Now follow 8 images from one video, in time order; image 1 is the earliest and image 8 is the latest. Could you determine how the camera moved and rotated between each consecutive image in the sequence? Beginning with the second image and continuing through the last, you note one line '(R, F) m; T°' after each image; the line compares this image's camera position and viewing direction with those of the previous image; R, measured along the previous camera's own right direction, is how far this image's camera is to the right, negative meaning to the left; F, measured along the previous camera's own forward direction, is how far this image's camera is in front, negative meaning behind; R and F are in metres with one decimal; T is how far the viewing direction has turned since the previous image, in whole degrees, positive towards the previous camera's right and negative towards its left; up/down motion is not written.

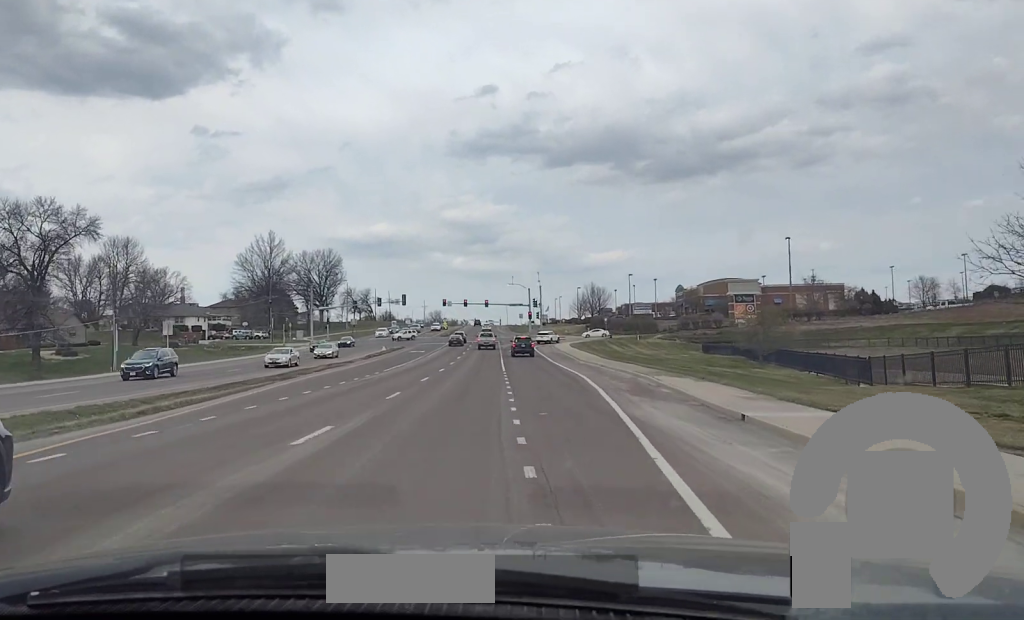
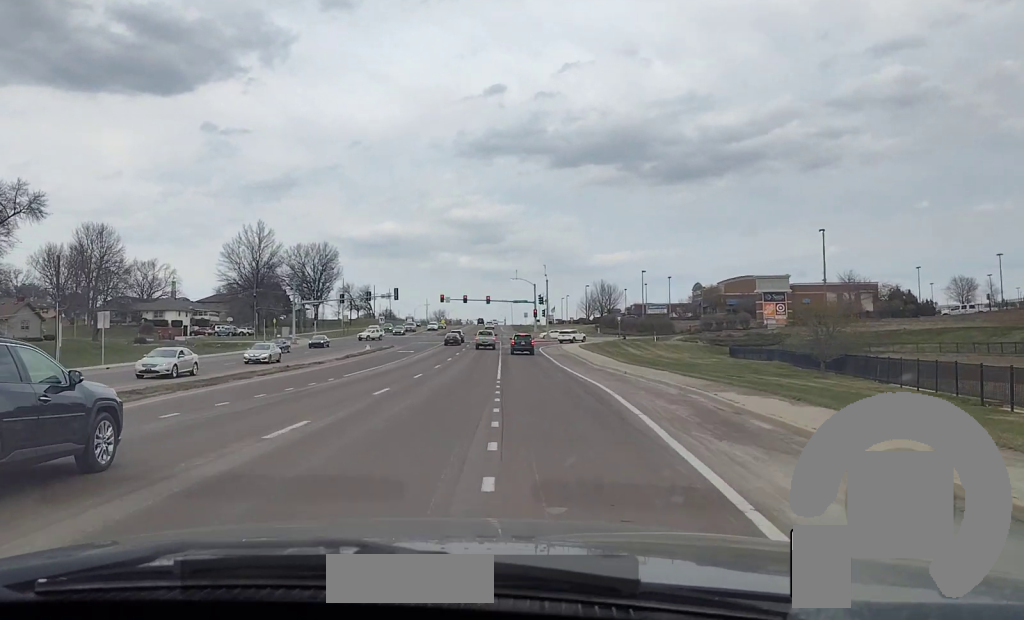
(0.0, +12.1) m; 0°
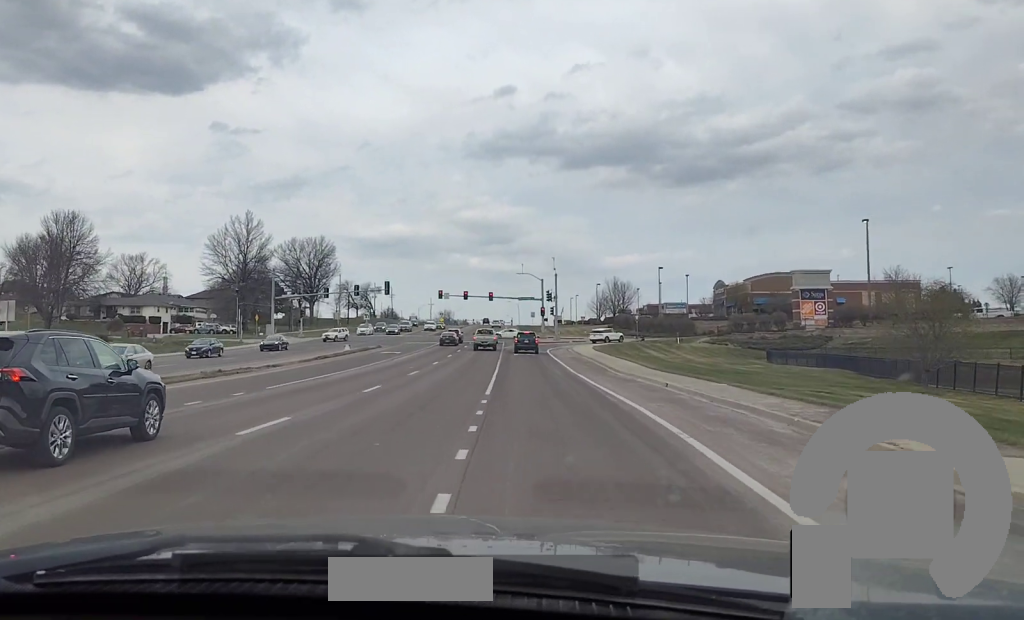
(0.0, +12.4) m; 0°
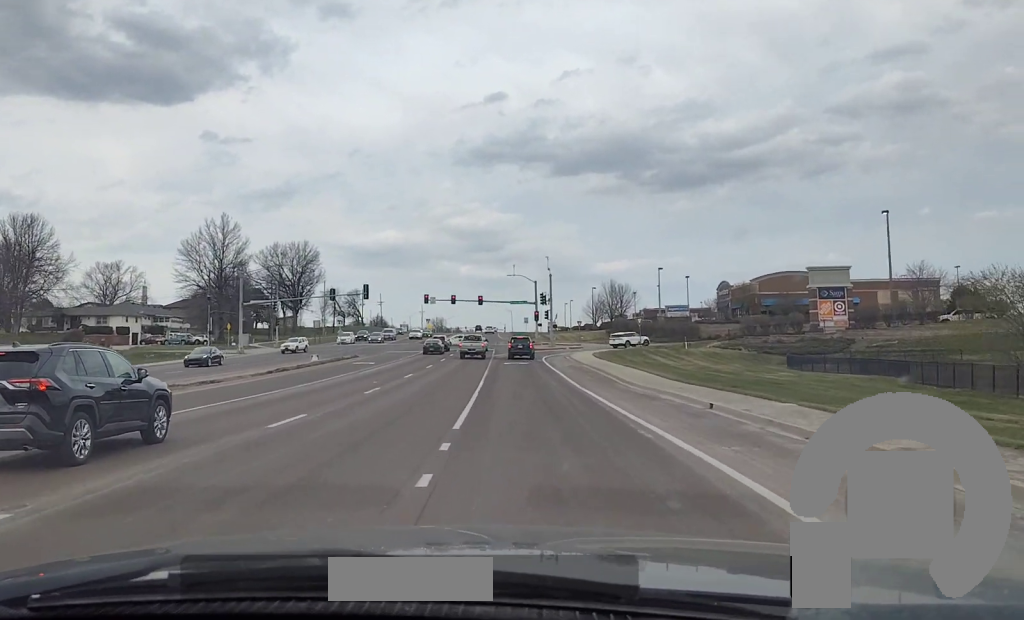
(0.0, +9.1) m; 0°
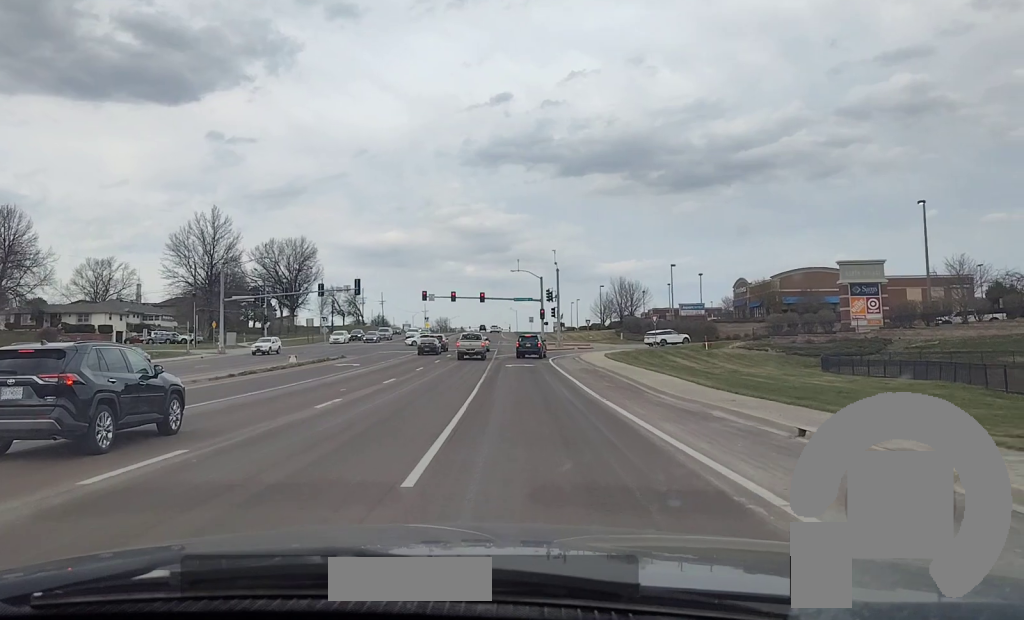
(-0.1, +6.8) m; 0°
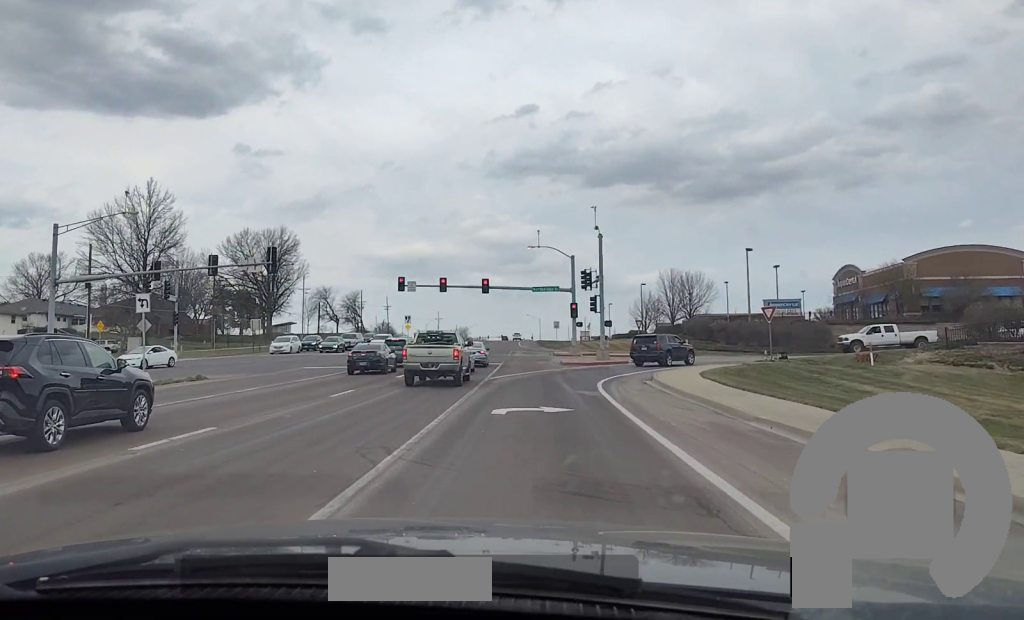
(-0.1, +34.1) m; 0°
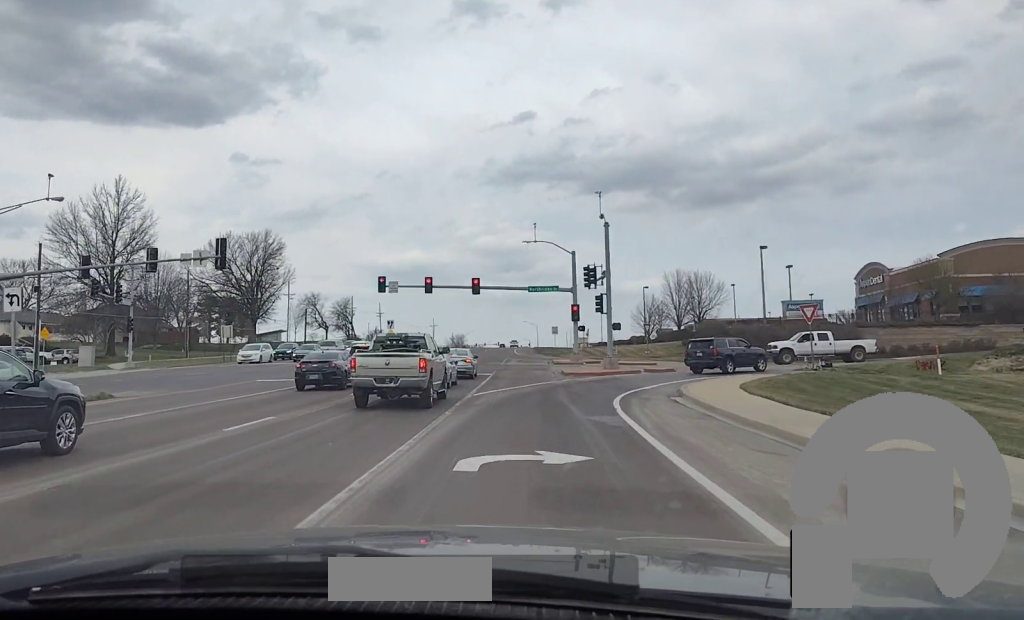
(0.0, +7.9) m; 0°
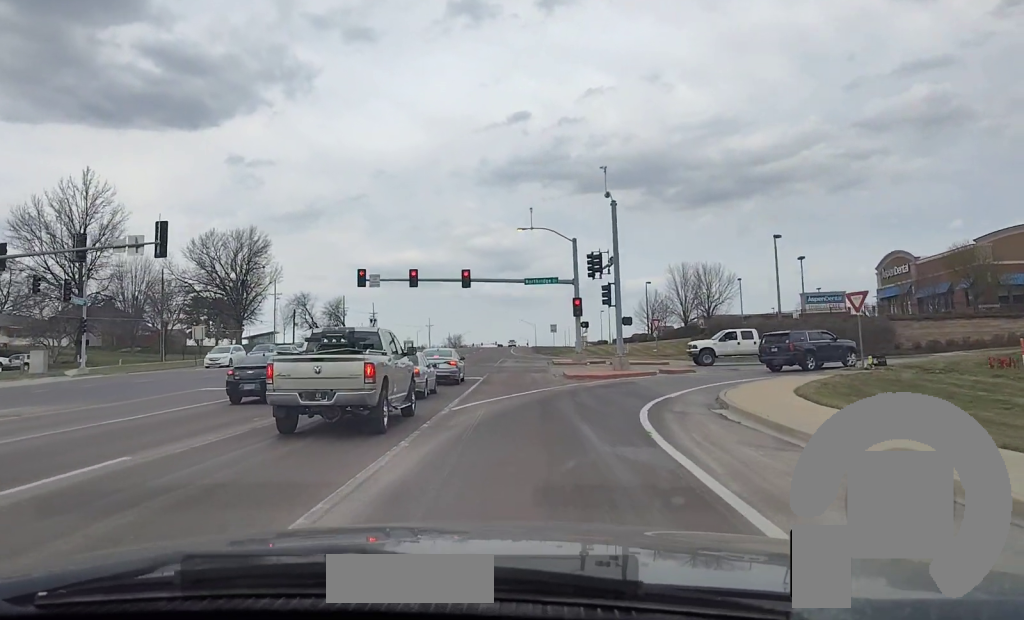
(0.0, +6.8) m; +1°
